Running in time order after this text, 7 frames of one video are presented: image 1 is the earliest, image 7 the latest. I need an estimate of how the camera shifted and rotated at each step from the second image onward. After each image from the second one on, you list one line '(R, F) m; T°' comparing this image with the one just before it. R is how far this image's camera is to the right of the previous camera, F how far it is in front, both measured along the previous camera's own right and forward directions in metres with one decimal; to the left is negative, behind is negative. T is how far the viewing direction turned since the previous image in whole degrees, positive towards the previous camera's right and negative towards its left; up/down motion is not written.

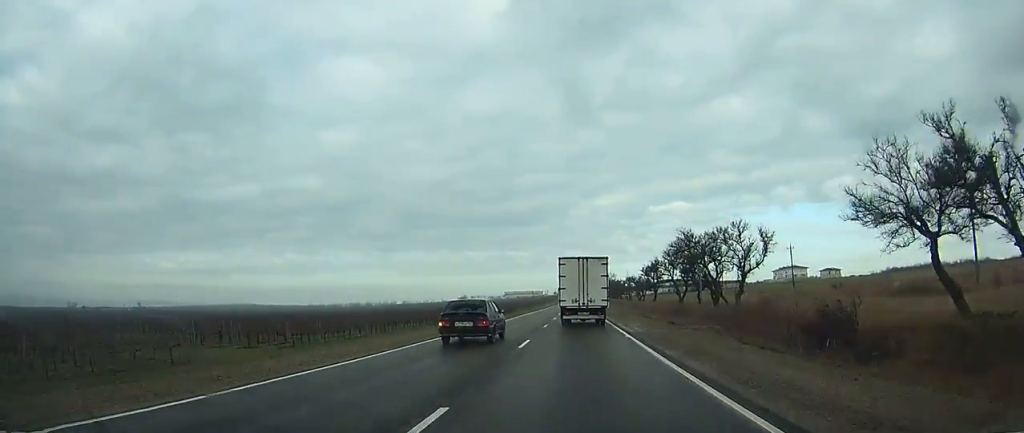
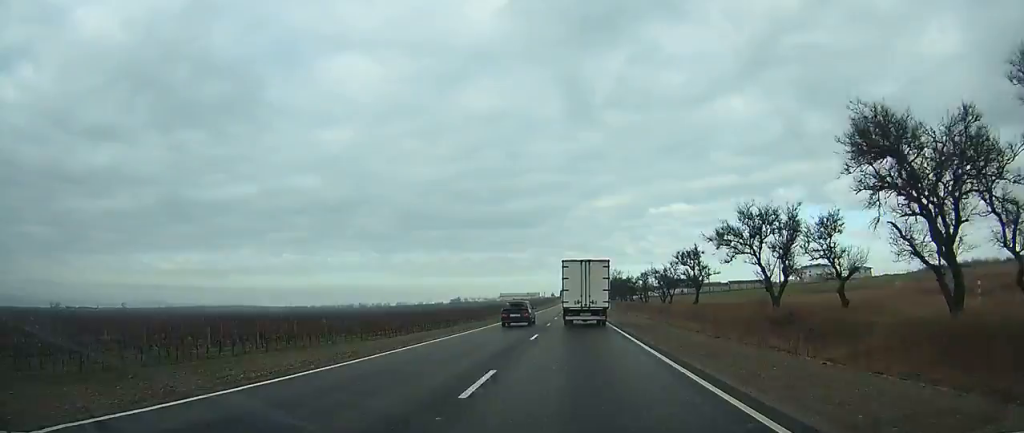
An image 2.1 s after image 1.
(0.0, +43.7) m; 0°
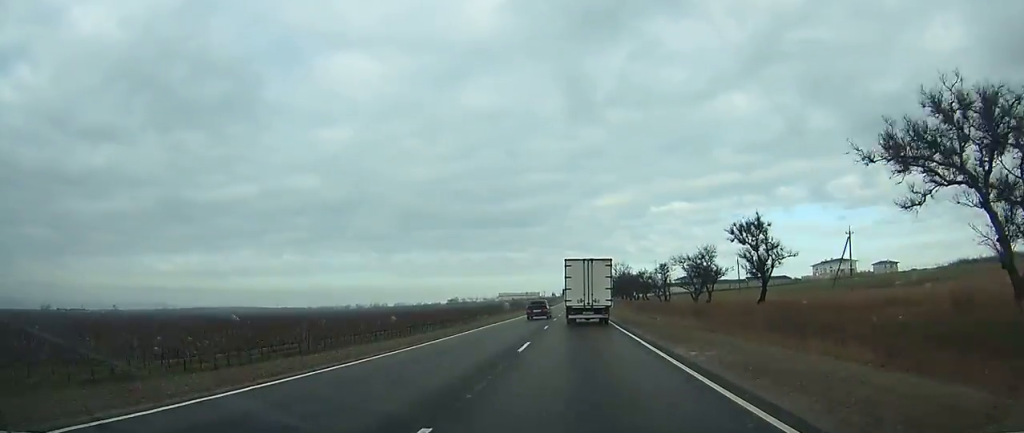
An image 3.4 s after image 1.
(+0.1, +28.5) m; 0°
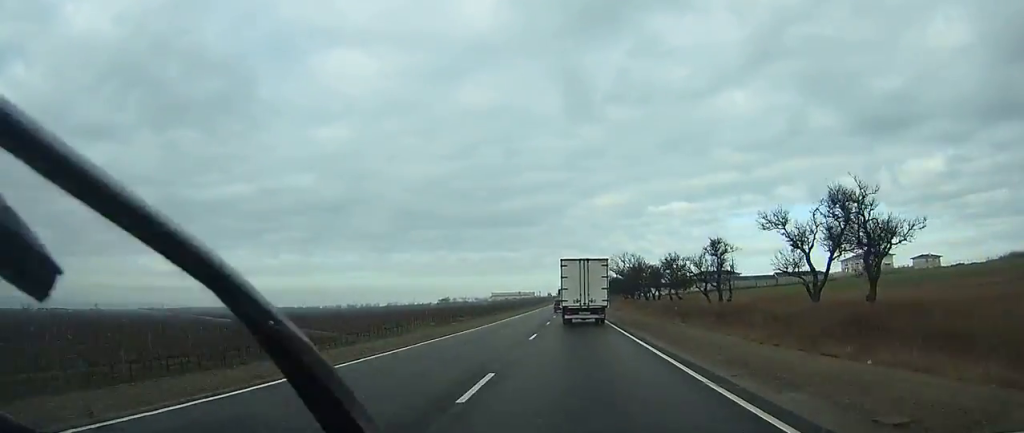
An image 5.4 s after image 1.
(0.0, +43.0) m; 0°
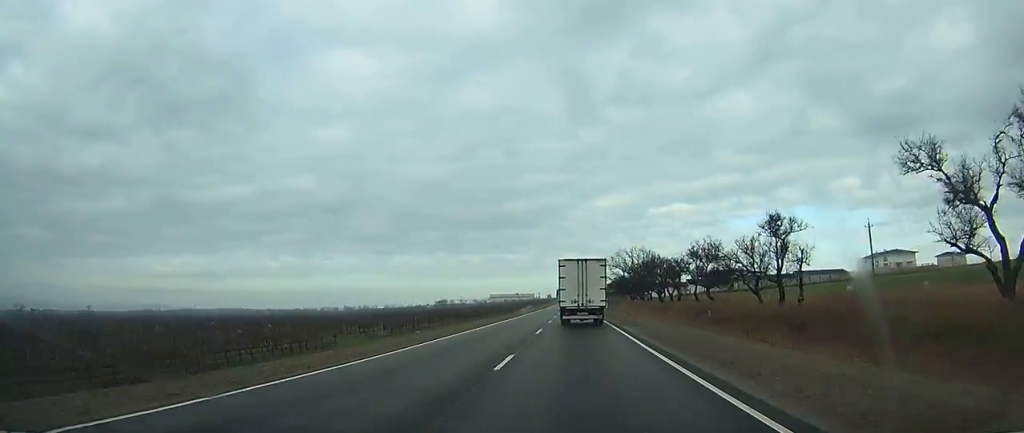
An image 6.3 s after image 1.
(-0.1, +20.2) m; 0°
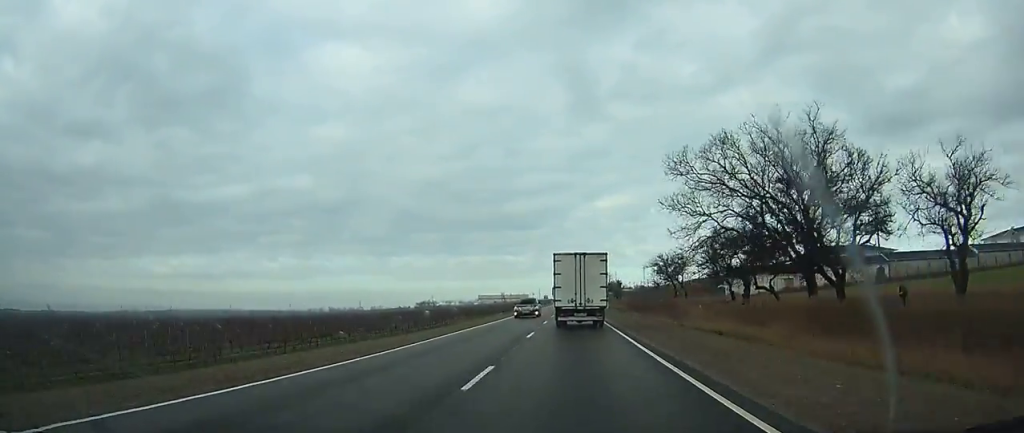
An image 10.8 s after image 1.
(-0.1, +97.1) m; 0°
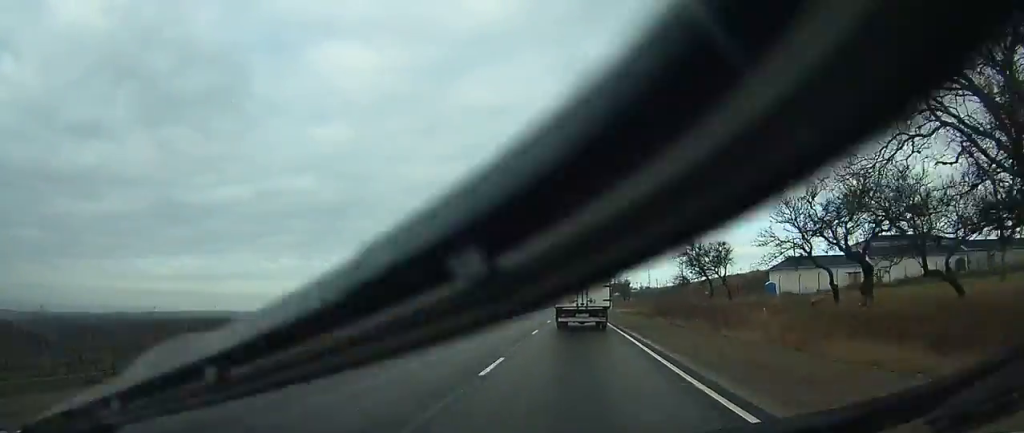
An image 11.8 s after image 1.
(0.0, +21.7) m; 0°
